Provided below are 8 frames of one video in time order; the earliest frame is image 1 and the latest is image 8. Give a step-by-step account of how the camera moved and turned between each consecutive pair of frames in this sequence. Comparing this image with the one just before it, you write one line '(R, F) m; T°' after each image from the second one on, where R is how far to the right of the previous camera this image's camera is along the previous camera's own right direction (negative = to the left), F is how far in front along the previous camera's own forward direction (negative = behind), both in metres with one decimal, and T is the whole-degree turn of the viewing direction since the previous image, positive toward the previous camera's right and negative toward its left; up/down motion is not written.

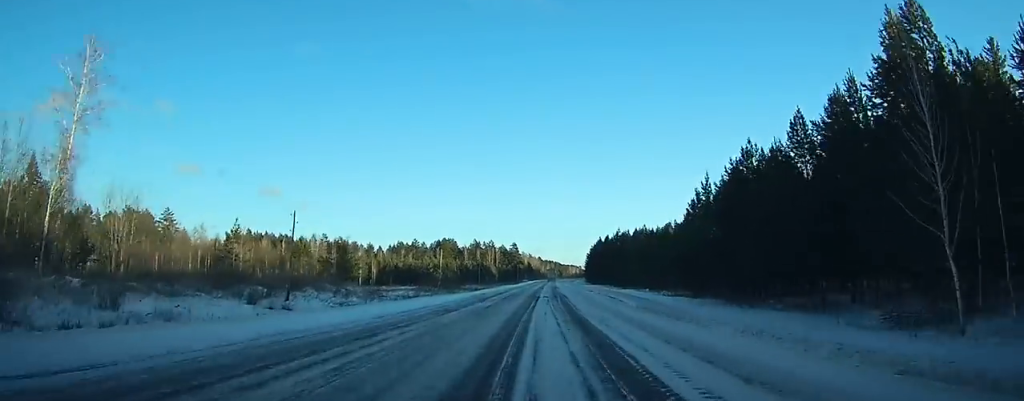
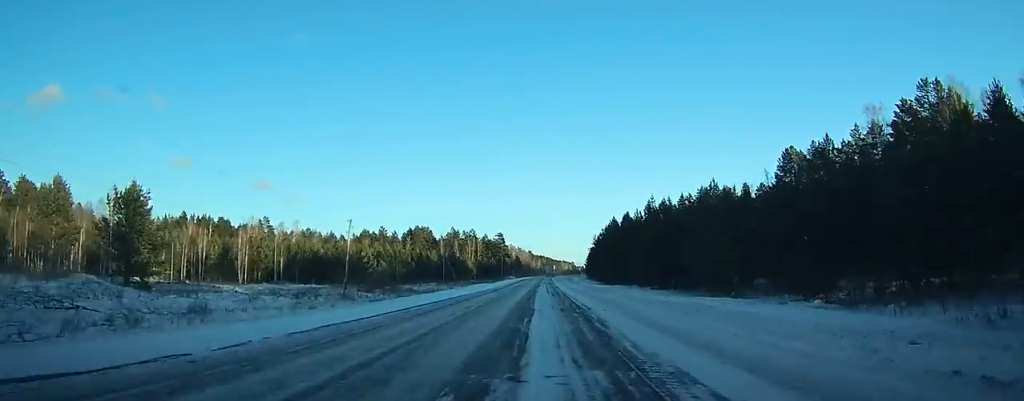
(+0.6, +58.5) m; +1°
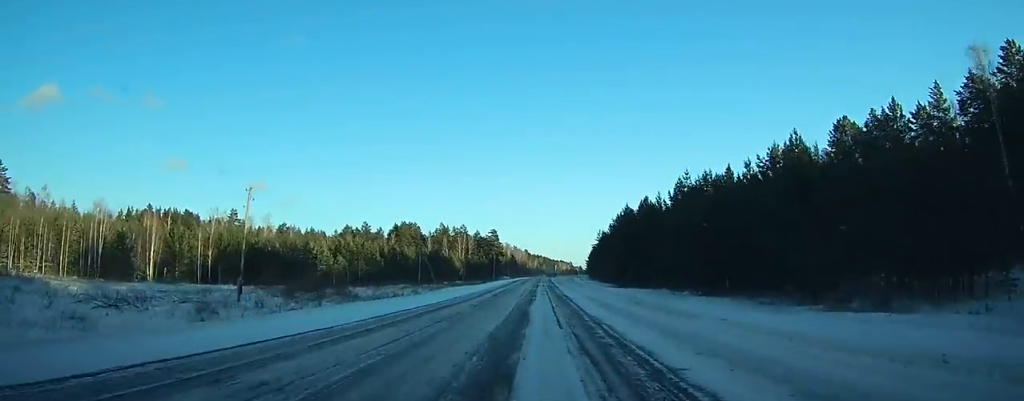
(0.0, +25.7) m; 0°
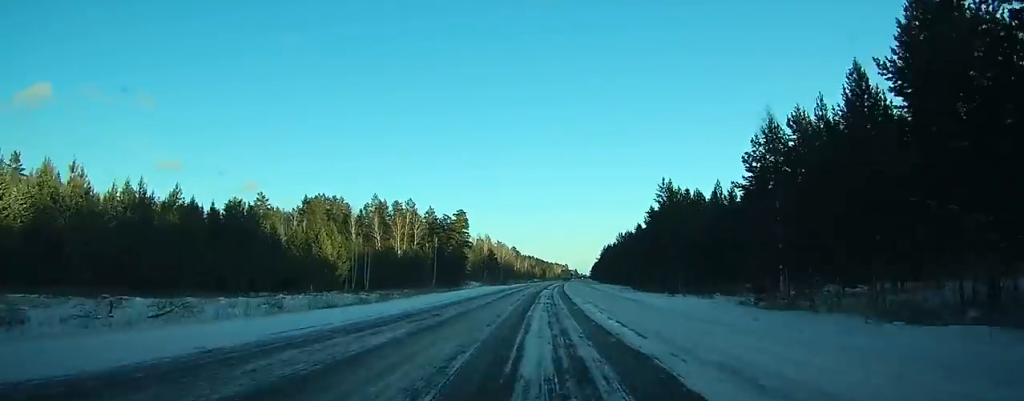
(+1.5, +107.1) m; +2°
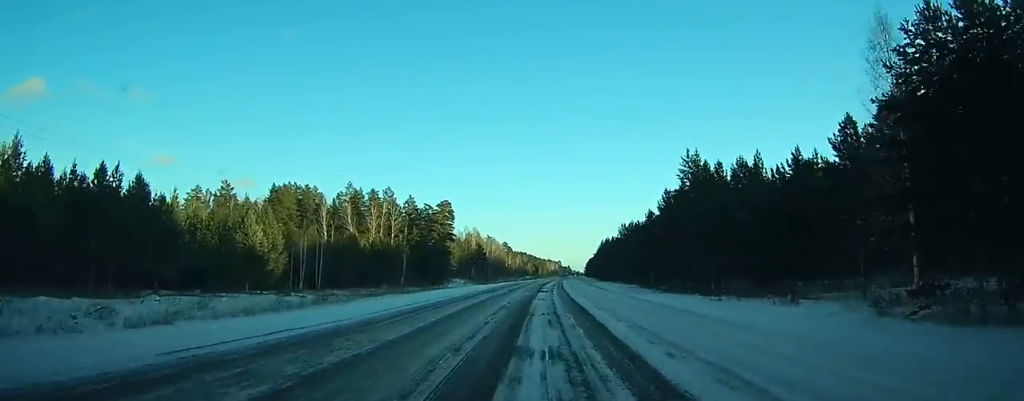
(0.0, +18.3) m; 0°
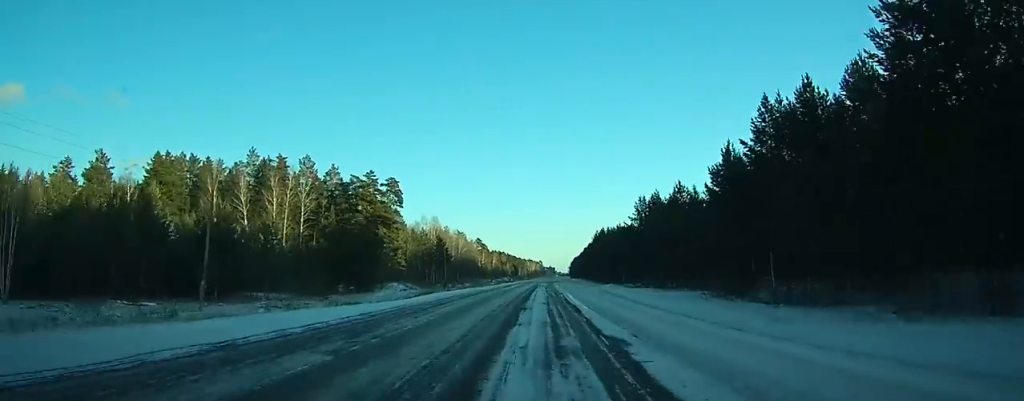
(+0.3, +47.1) m; +1°
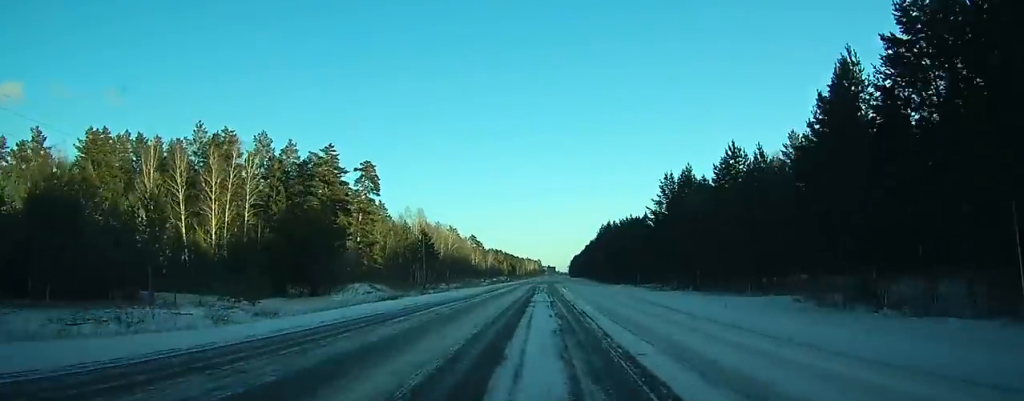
(+0.1, +19.4) m; 0°
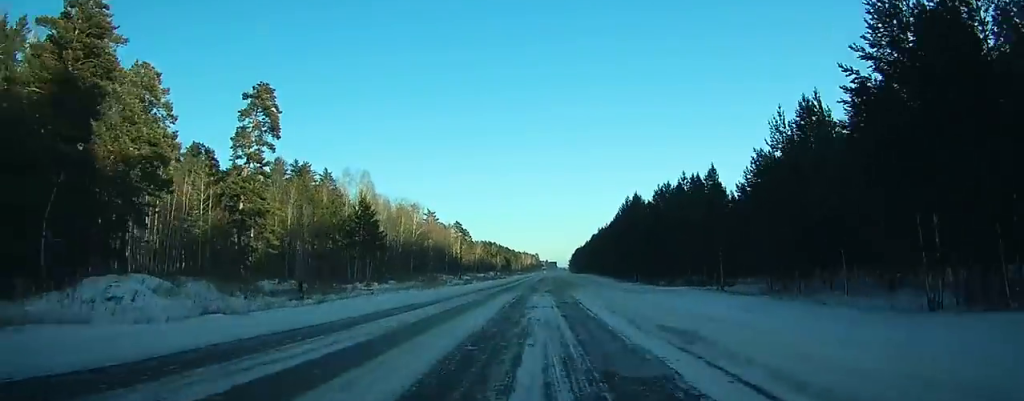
(+0.5, +48.5) m; +1°
